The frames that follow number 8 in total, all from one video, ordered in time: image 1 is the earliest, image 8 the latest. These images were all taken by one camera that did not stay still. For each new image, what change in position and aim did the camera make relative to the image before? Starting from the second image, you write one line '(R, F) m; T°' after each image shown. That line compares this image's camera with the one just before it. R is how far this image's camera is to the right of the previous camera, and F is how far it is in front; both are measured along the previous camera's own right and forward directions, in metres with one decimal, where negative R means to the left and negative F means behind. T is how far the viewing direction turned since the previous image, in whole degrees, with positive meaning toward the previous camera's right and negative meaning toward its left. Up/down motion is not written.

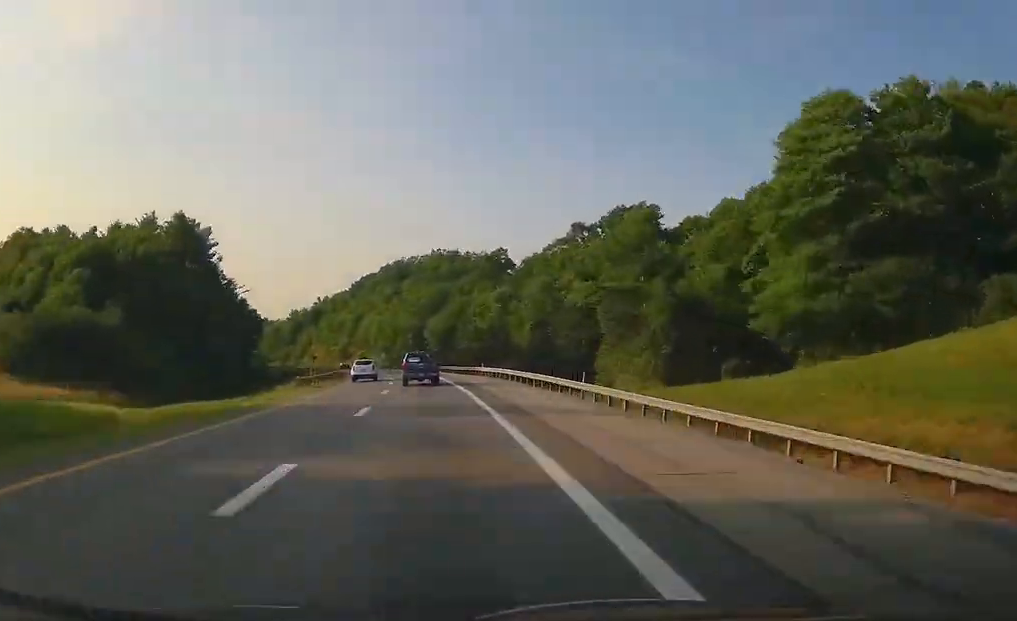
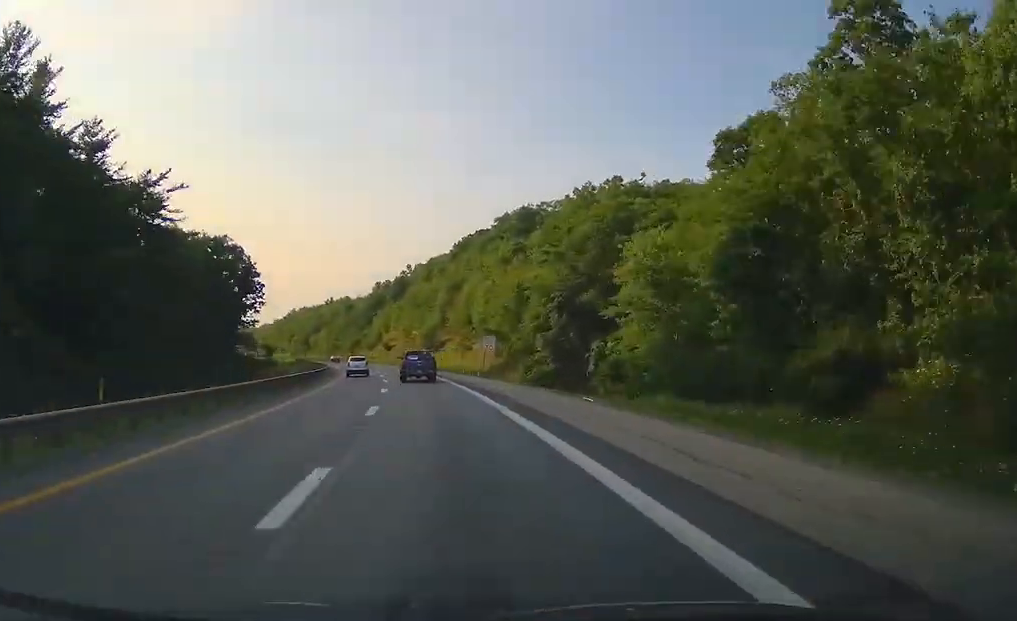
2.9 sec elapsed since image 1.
(-7.5, +95.3) m; -9°
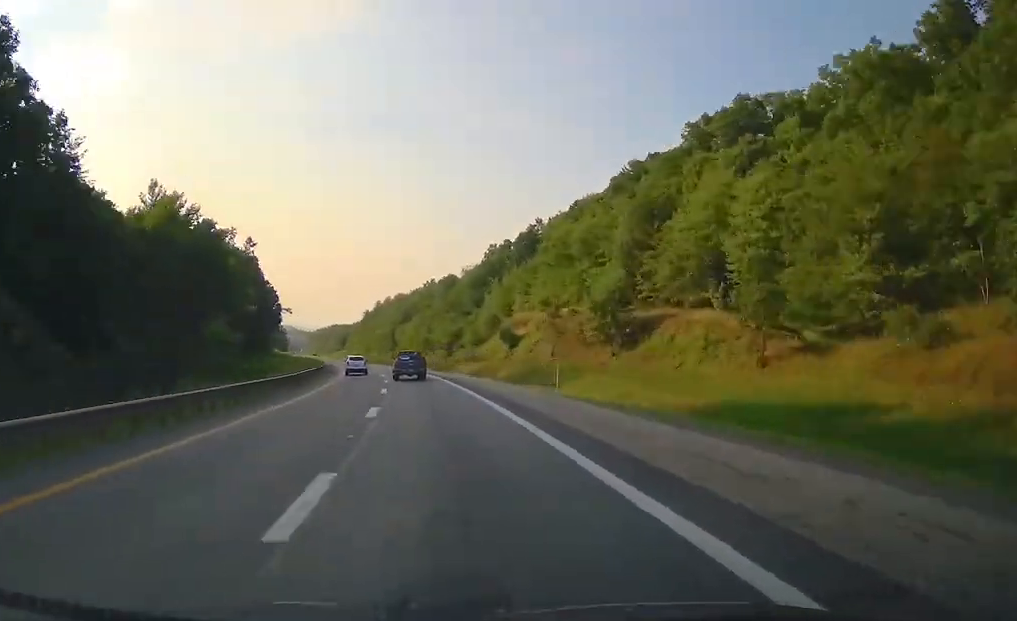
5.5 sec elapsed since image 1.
(-4.0, +83.8) m; -8°
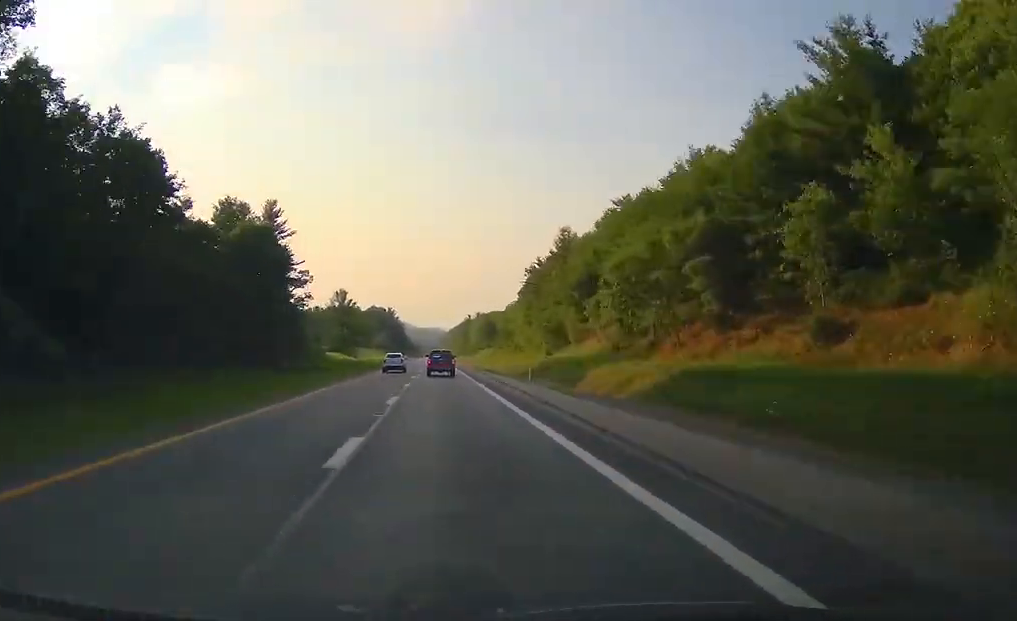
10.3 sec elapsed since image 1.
(-16.5, +163.1) m; -7°
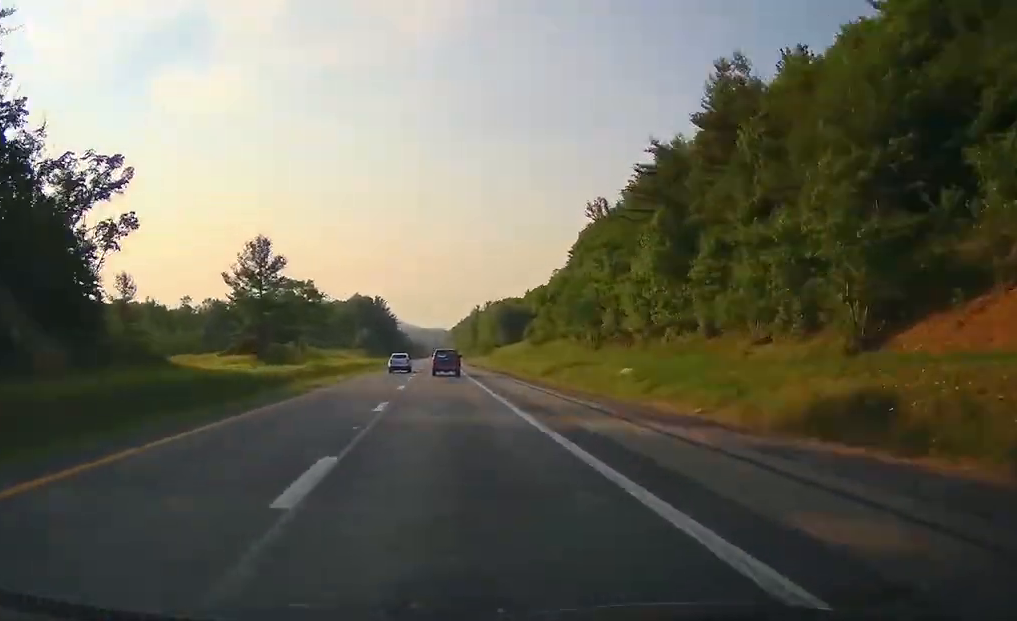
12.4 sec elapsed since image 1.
(-1.1, +73.7) m; -1°
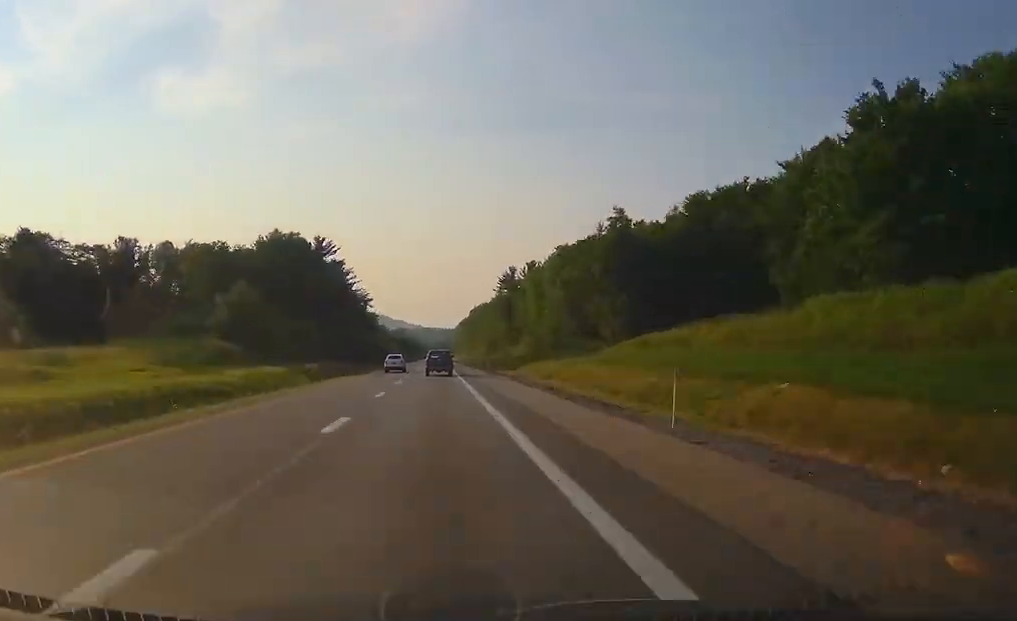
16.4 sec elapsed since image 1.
(-0.9, +137.8) m; 0°
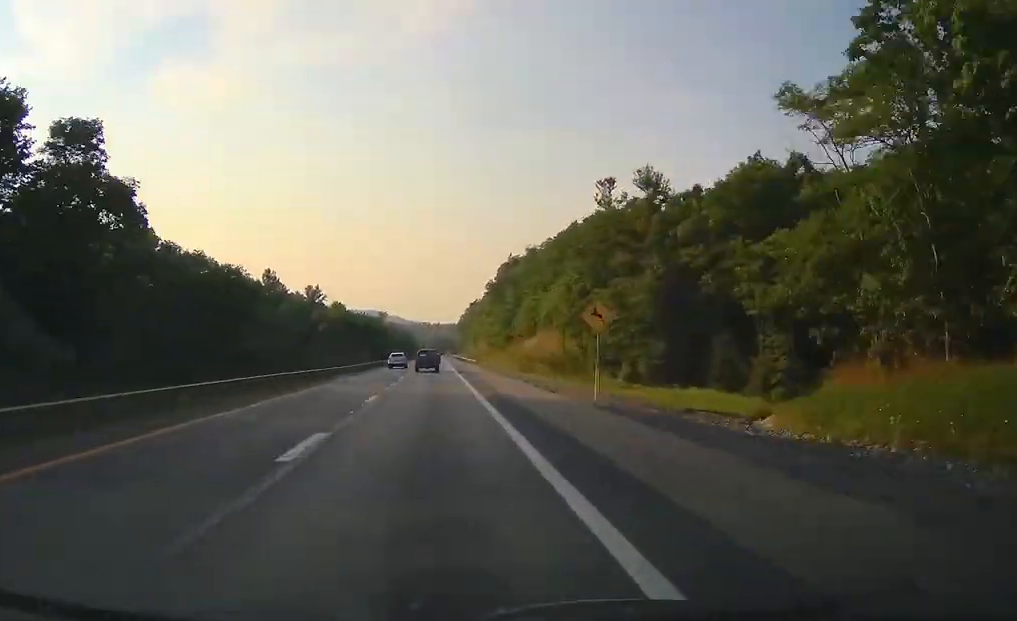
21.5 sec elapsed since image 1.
(0.0, +173.9) m; 0°
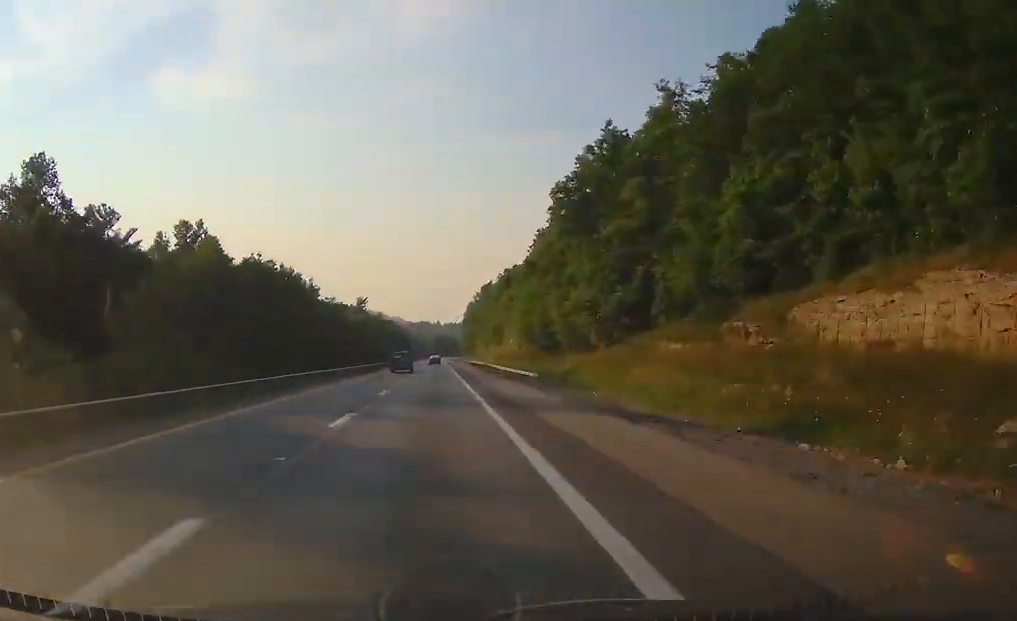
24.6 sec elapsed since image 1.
(+0.1, +104.7) m; 0°
